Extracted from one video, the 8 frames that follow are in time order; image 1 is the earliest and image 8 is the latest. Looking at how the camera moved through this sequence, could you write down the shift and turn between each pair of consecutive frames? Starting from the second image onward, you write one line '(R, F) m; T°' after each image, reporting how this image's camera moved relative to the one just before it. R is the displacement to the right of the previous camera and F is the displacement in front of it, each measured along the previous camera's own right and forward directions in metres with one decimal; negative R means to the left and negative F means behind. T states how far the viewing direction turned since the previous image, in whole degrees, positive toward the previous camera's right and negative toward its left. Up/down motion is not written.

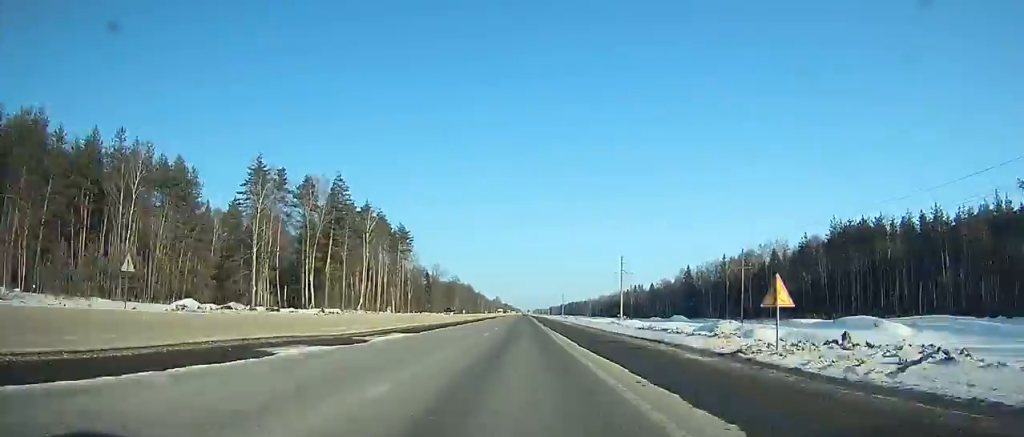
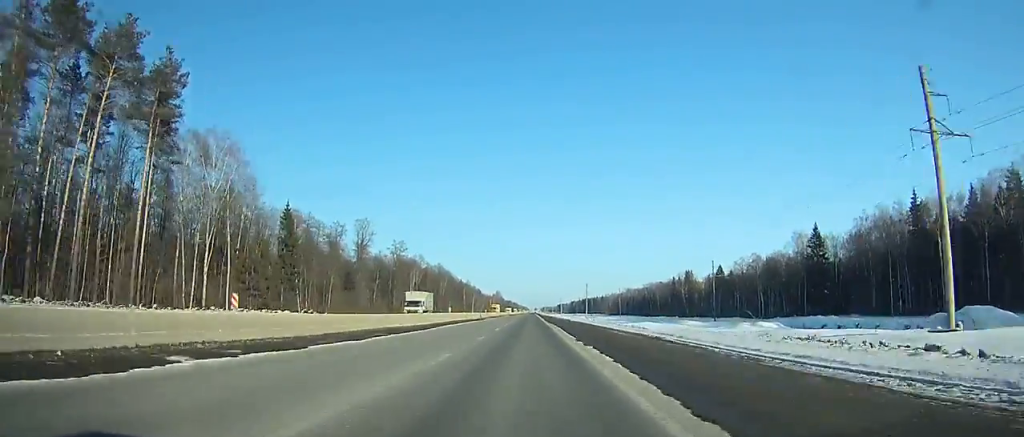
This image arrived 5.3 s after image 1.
(-0.4, +138.6) m; 0°
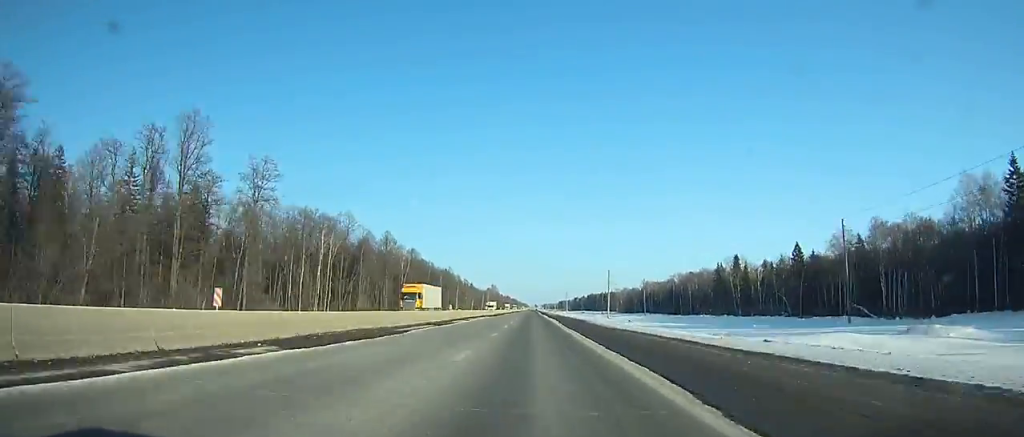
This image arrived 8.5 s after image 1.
(0.0, +82.8) m; 0°
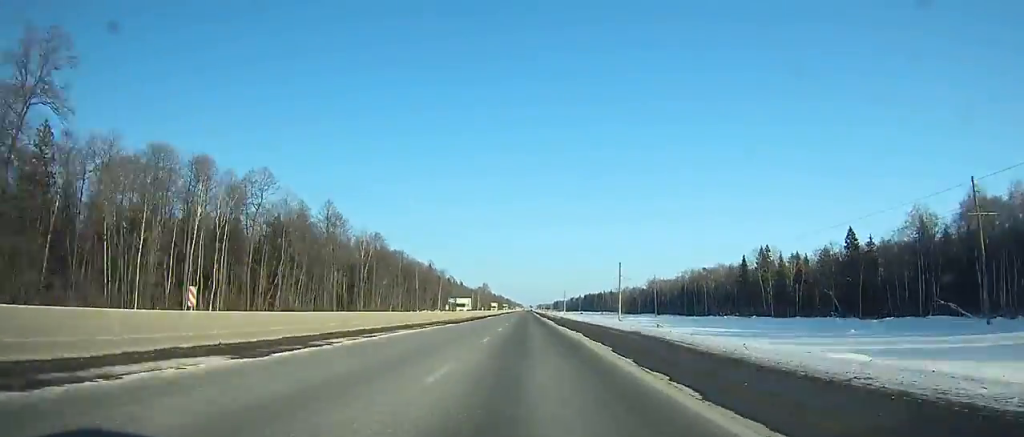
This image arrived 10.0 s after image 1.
(0.0, +38.6) m; 0°
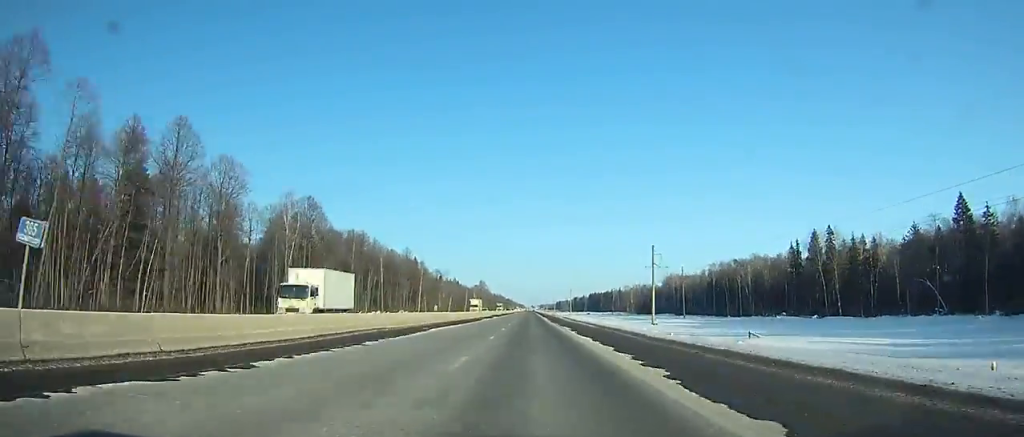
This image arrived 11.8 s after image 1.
(0.0, +46.0) m; 0°
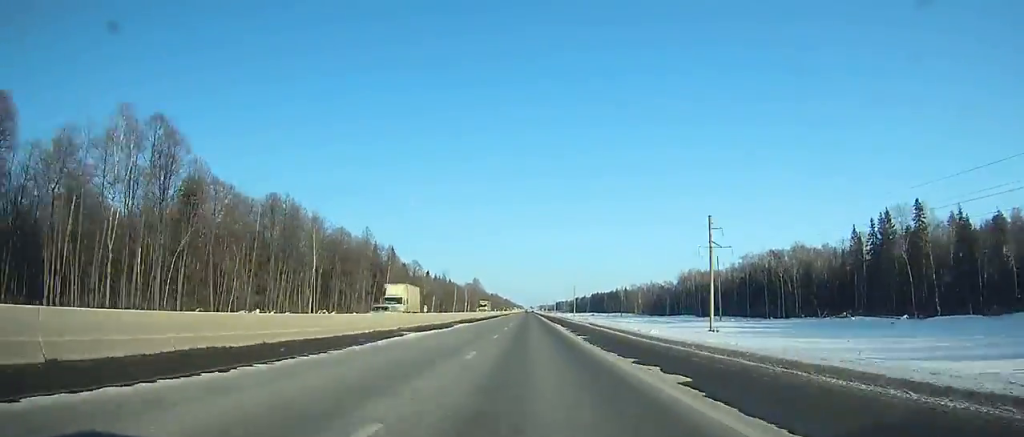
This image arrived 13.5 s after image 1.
(0.0, +43.4) m; 0°
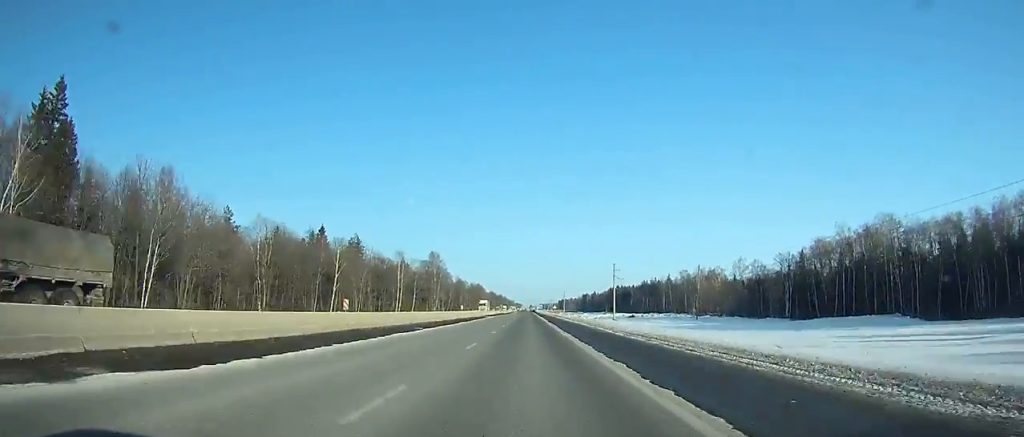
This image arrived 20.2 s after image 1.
(+0.5, +177.7) m; 0°
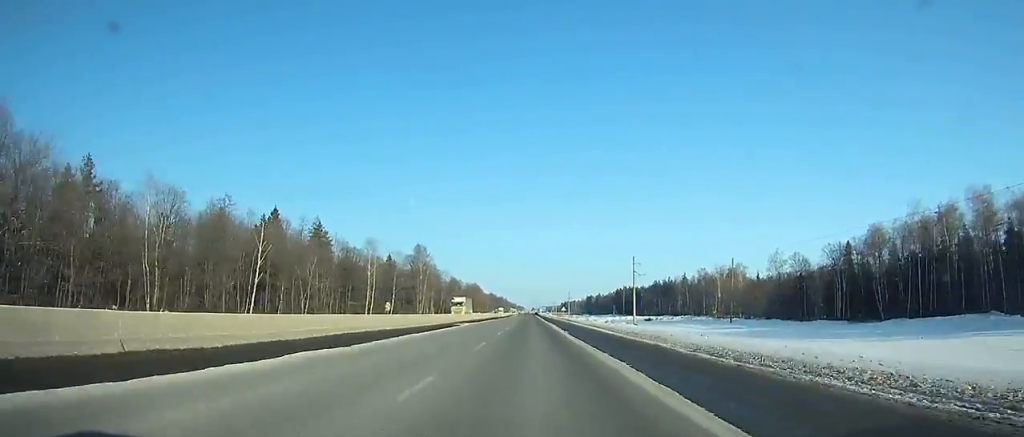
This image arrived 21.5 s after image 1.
(-0.1, +35.2) m; 0°
